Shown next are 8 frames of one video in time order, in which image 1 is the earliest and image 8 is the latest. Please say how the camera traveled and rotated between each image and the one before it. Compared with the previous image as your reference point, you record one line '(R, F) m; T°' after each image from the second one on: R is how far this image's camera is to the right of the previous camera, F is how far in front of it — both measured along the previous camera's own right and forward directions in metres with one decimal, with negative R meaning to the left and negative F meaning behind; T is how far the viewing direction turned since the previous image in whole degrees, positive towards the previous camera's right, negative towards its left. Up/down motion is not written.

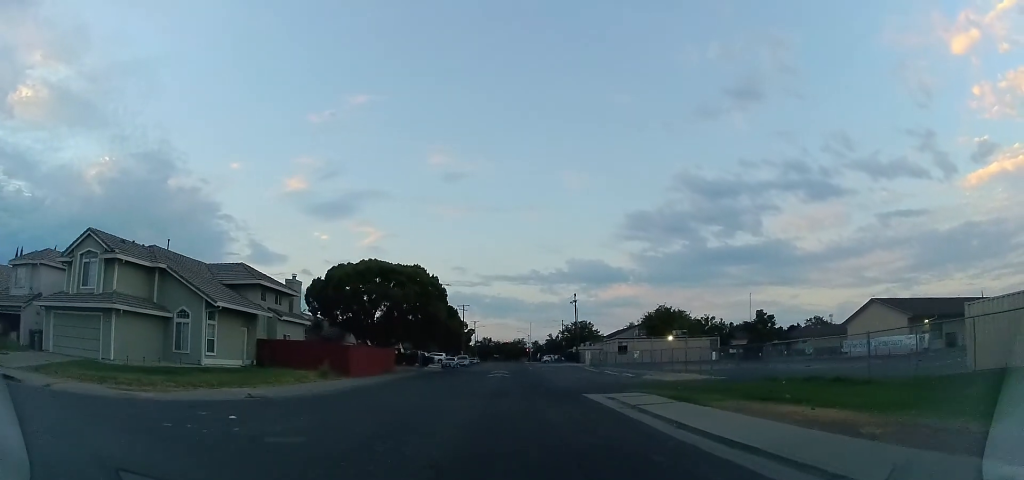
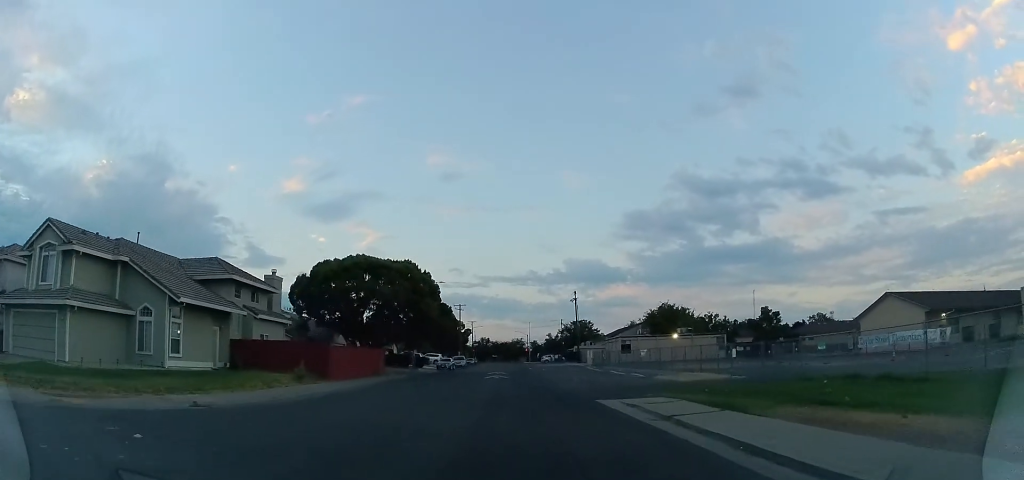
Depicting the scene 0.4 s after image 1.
(0.0, +3.3) m; 0°
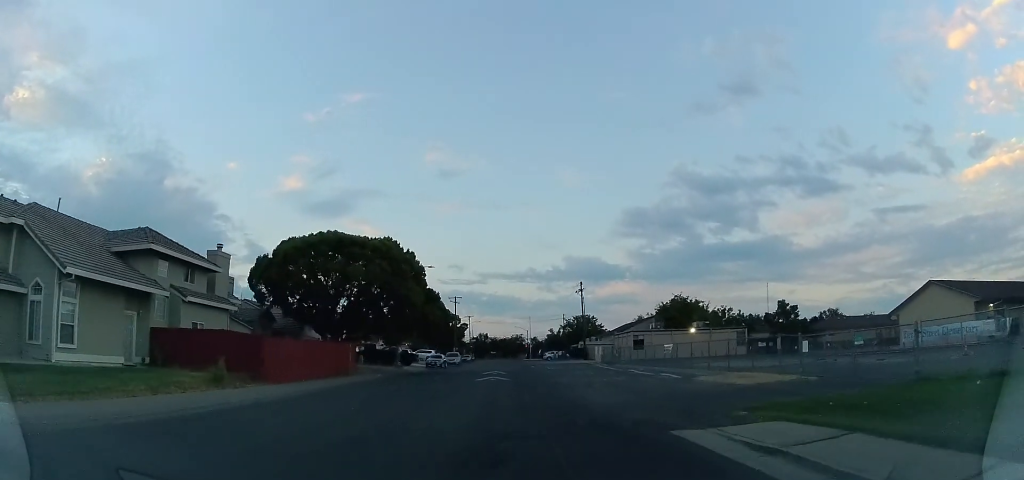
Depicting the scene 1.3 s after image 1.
(0.0, +7.8) m; 0°
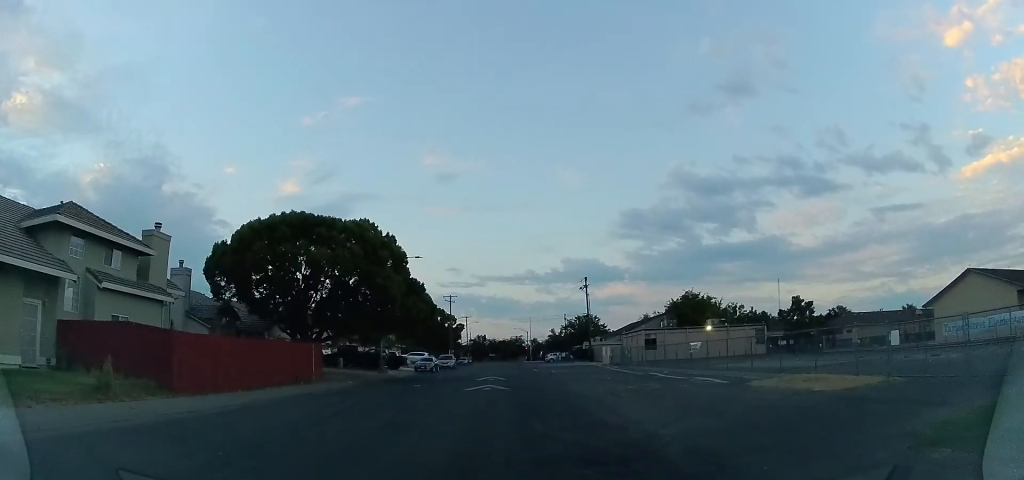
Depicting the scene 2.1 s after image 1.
(0.0, +6.1) m; +1°
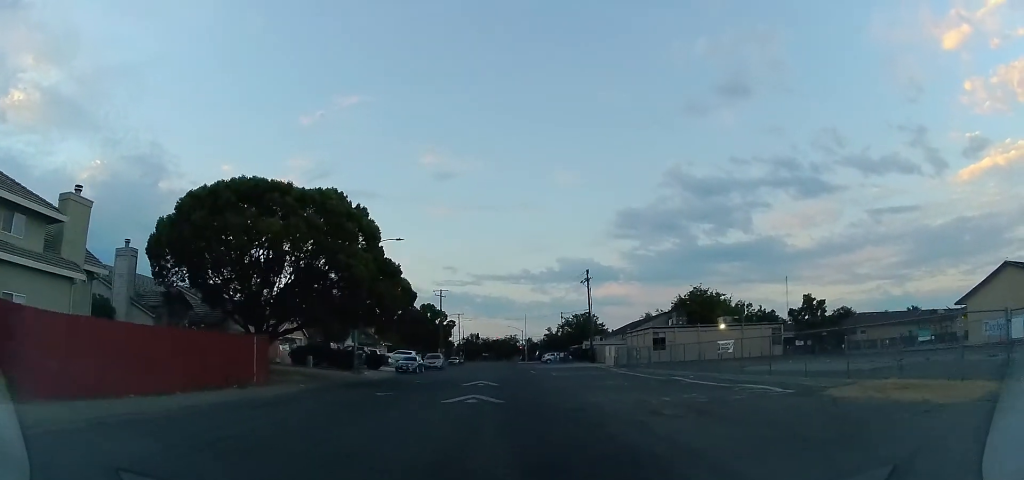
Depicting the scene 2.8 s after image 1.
(-0.1, +5.8) m; +2°
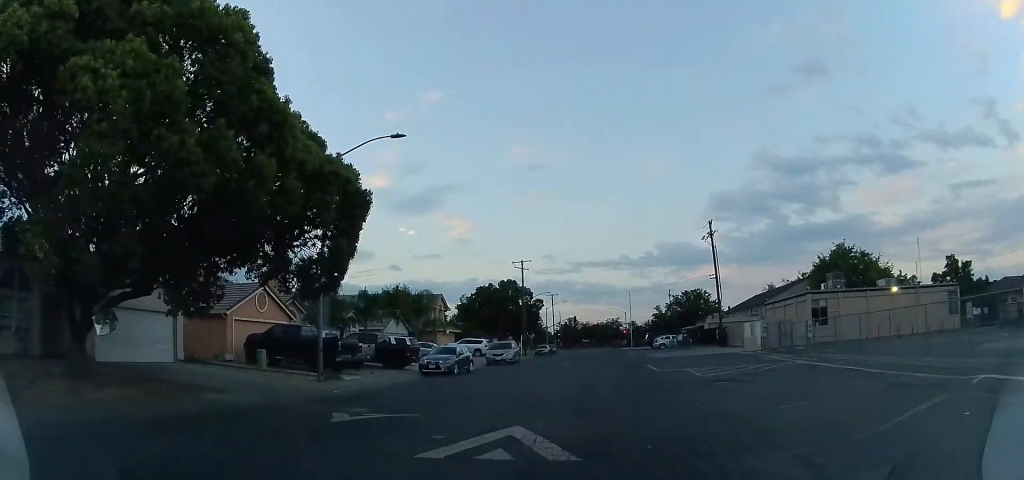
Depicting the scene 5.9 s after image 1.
(-0.2, +20.7) m; -13°
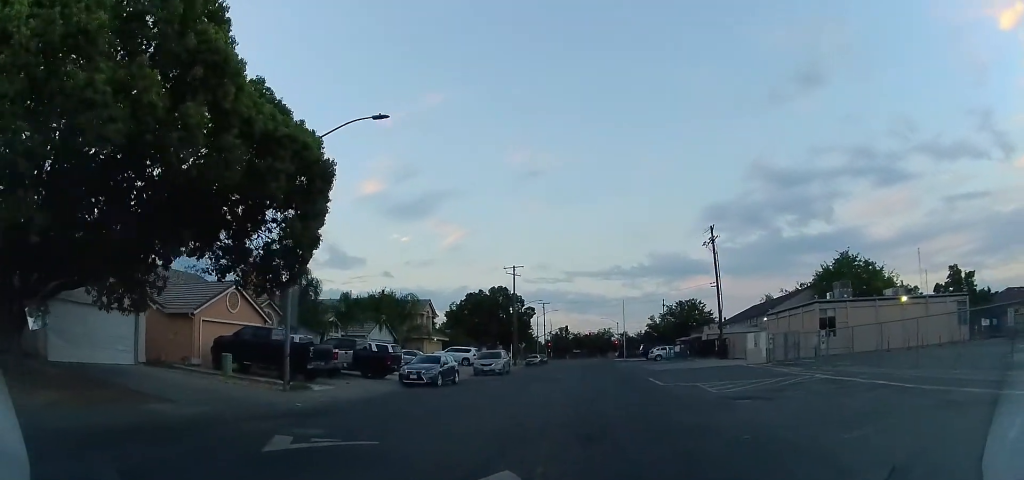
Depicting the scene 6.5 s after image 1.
(0.0, +2.3) m; +7°
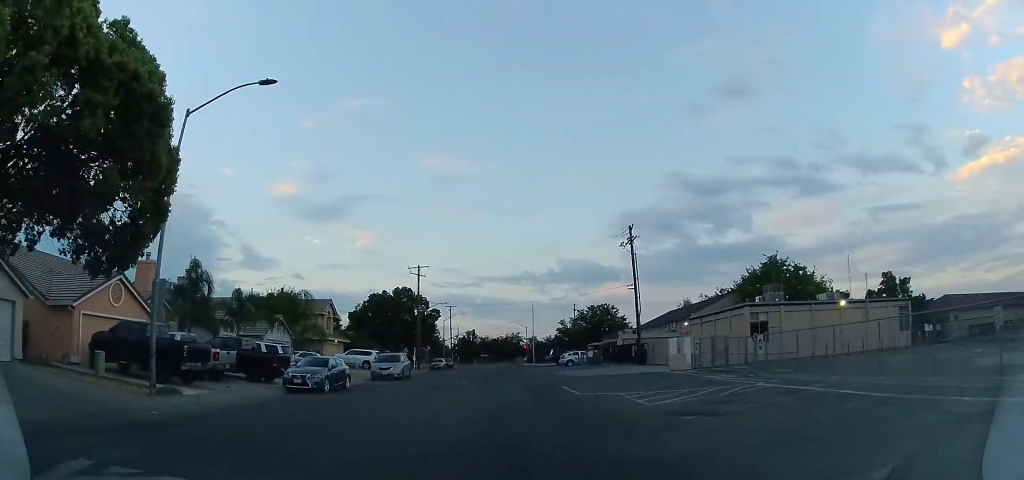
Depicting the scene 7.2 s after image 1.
(+0.1, +2.7) m; +7°
